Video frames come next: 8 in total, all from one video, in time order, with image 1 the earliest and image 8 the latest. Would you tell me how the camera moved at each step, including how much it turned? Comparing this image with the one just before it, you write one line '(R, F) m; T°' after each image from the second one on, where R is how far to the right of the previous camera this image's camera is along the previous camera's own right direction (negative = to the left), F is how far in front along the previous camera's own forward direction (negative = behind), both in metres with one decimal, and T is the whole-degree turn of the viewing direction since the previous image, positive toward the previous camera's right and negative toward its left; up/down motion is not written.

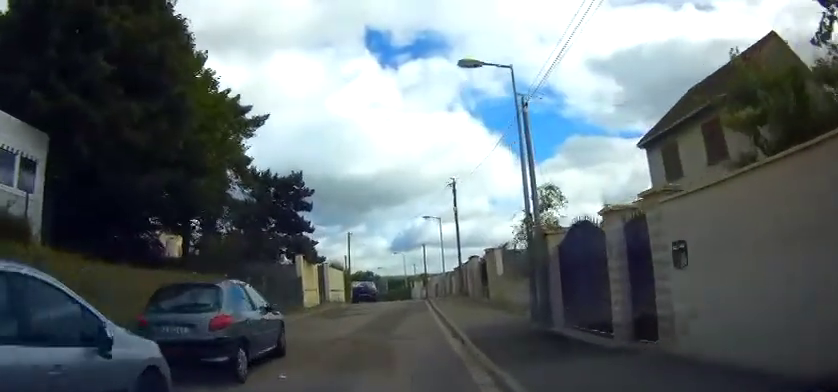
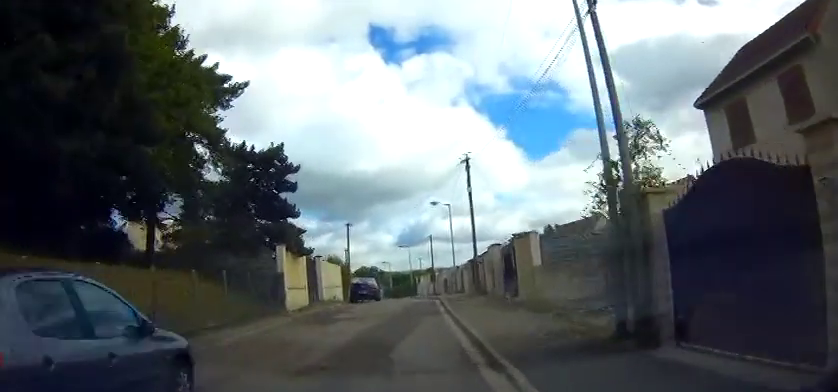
(0.0, +4.3) m; -1°
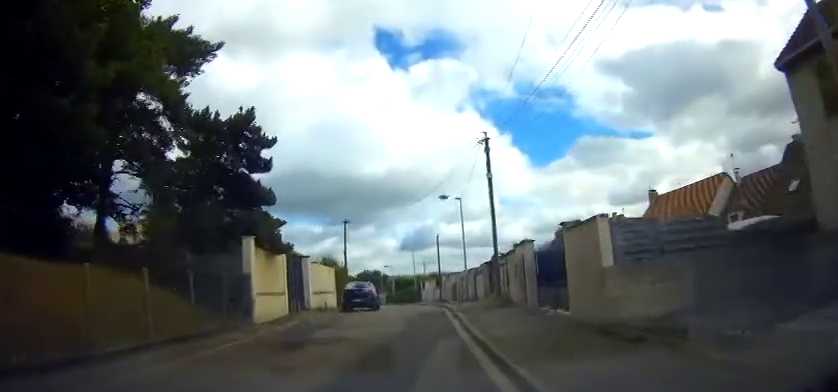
(0.0, +4.5) m; 0°
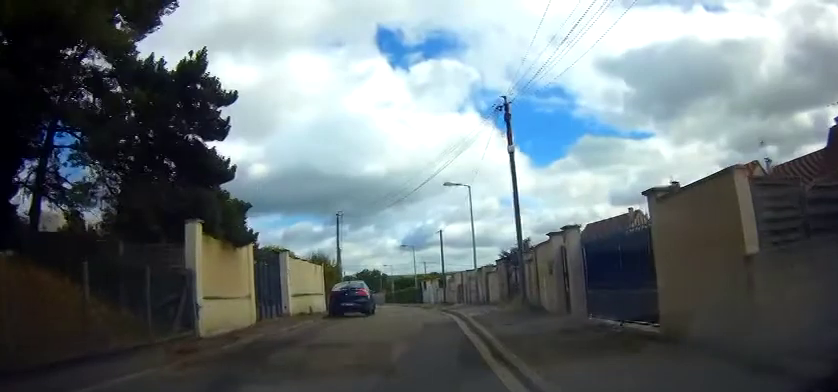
(0.0, +4.3) m; 0°
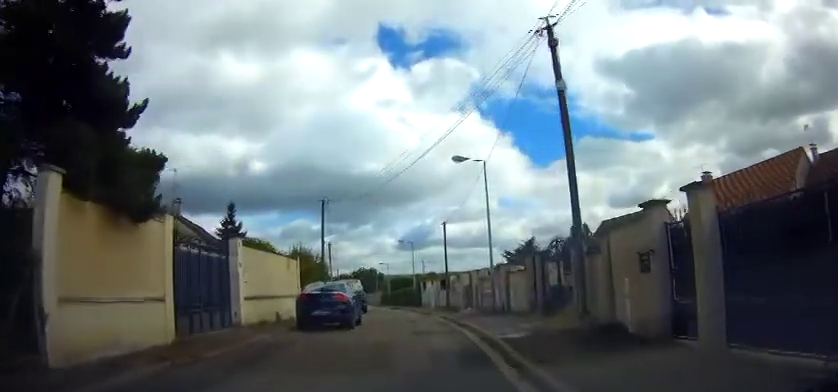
(+0.1, +5.5) m; 0°
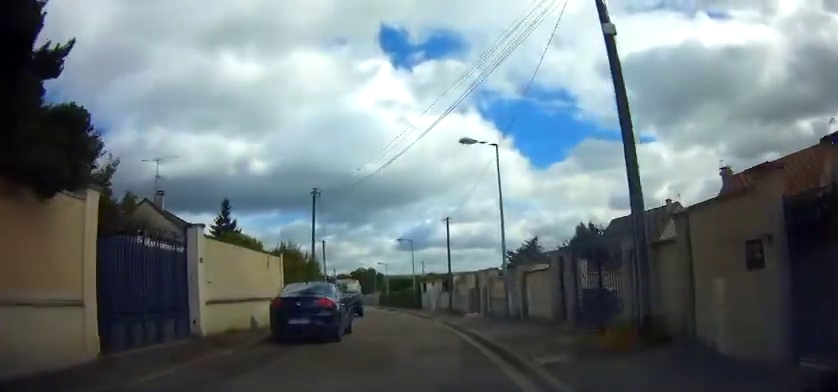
(0.0, +2.9) m; 0°
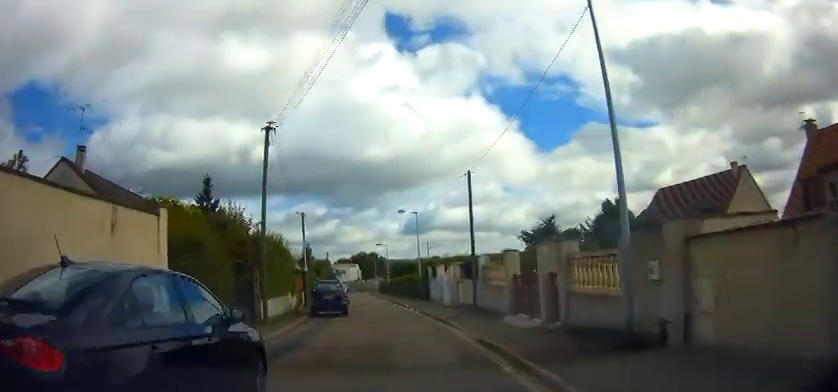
(-0.1, +9.9) m; 0°
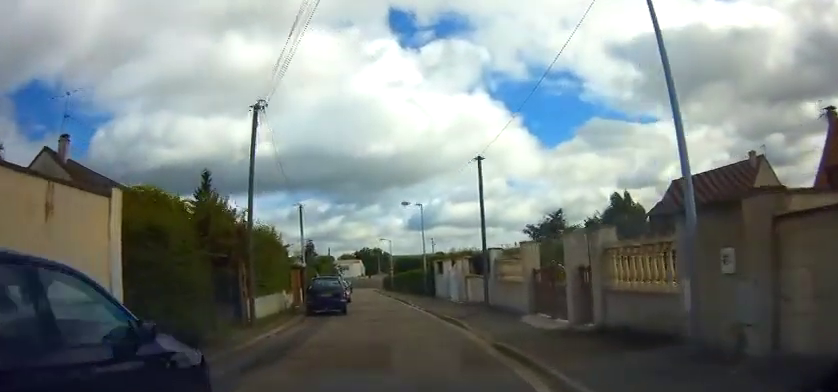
(0.0, +1.9) m; -1°
